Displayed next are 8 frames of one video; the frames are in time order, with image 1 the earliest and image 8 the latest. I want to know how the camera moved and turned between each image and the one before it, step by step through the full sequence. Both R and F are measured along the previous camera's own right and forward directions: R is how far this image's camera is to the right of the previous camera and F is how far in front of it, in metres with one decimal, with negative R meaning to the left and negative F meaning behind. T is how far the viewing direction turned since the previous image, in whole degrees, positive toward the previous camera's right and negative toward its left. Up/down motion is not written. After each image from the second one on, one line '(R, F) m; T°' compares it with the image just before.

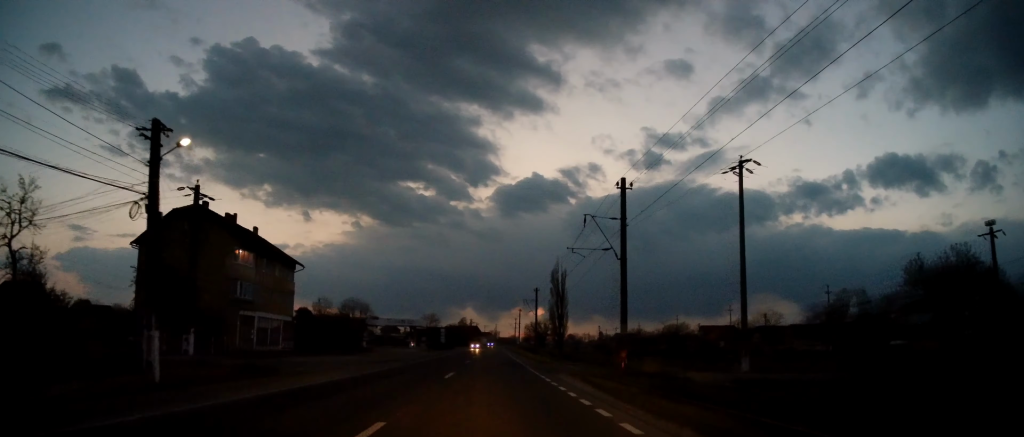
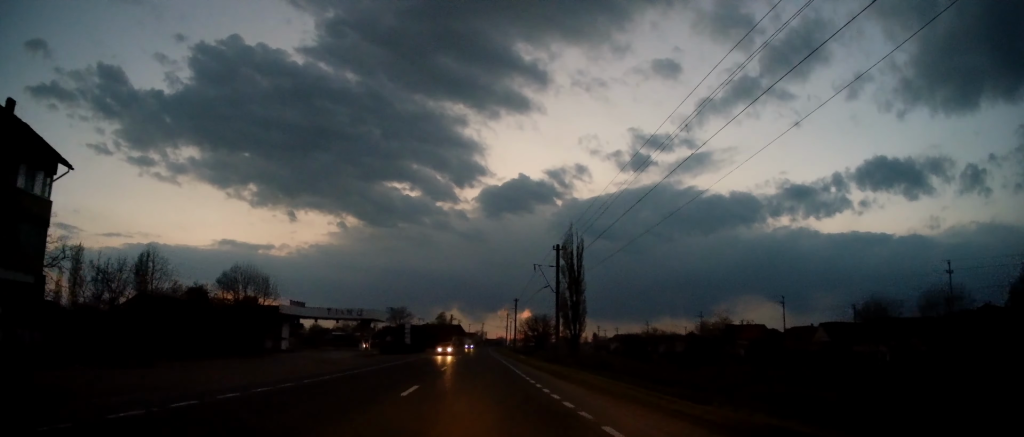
(+0.9, +35.1) m; +2°
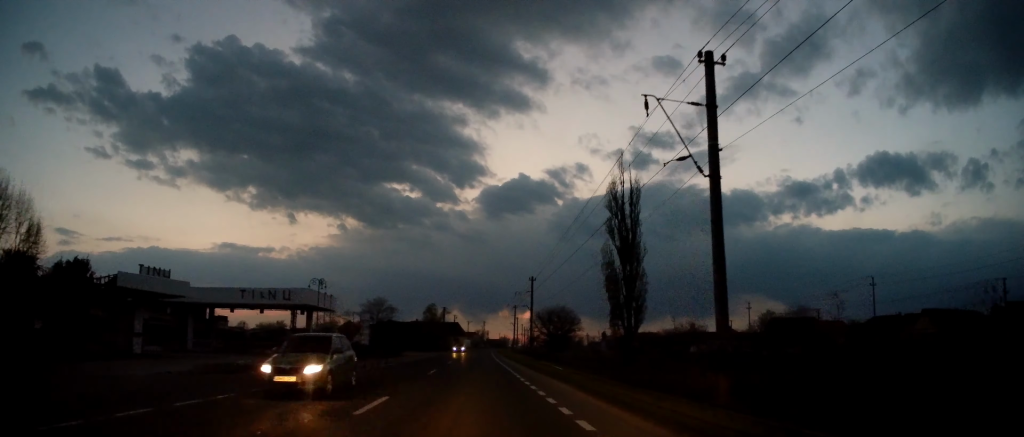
(0.0, +30.2) m; +1°
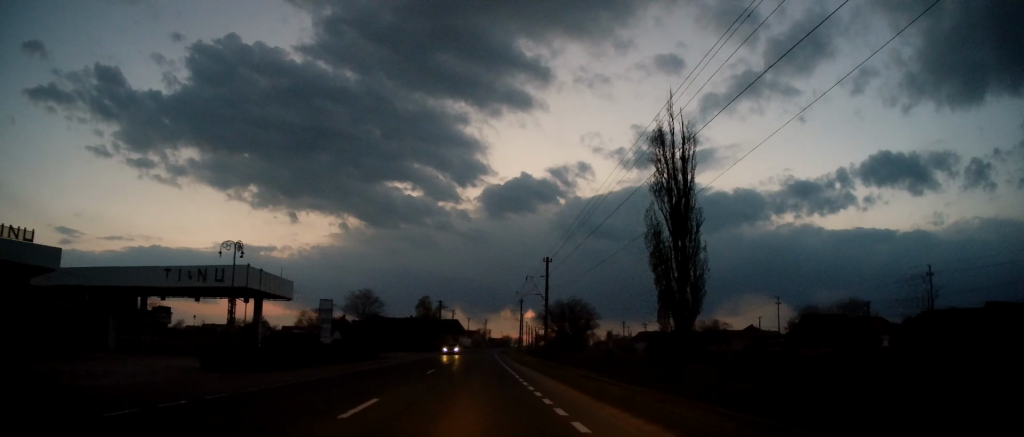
(+0.2, +13.7) m; 0°
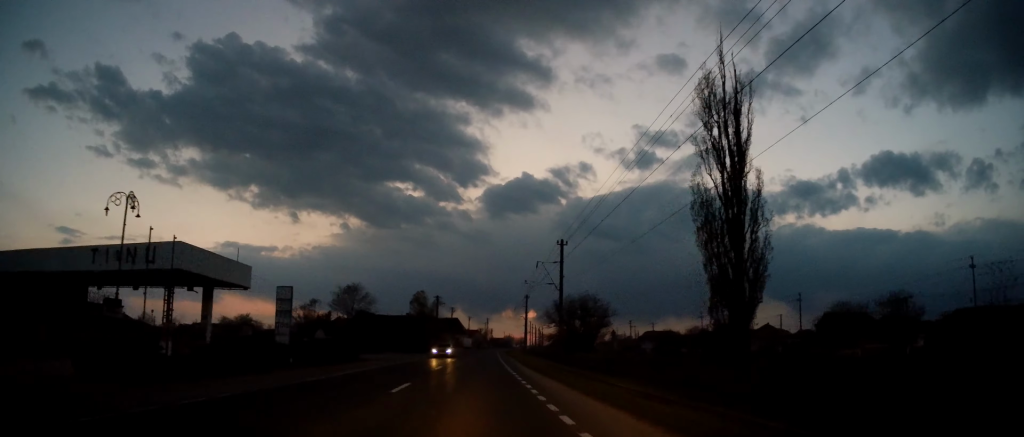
(+0.2, +8.7) m; 0°
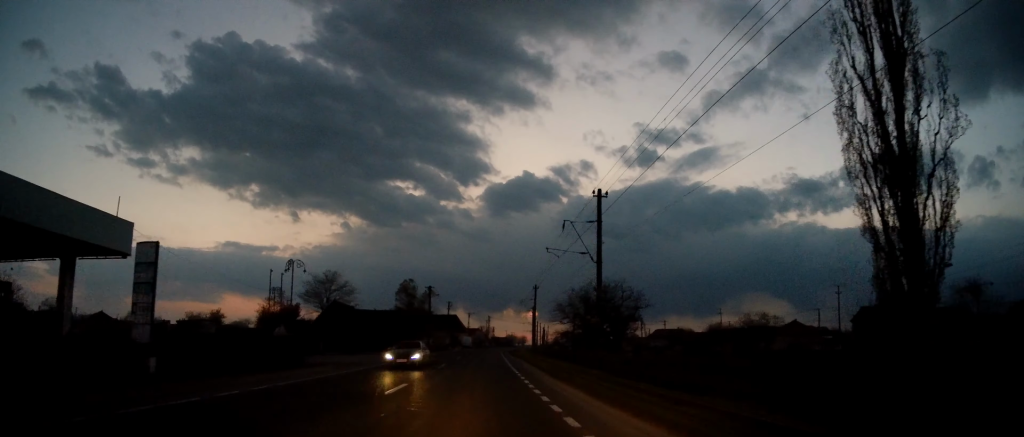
(-0.2, +13.8) m; -1°
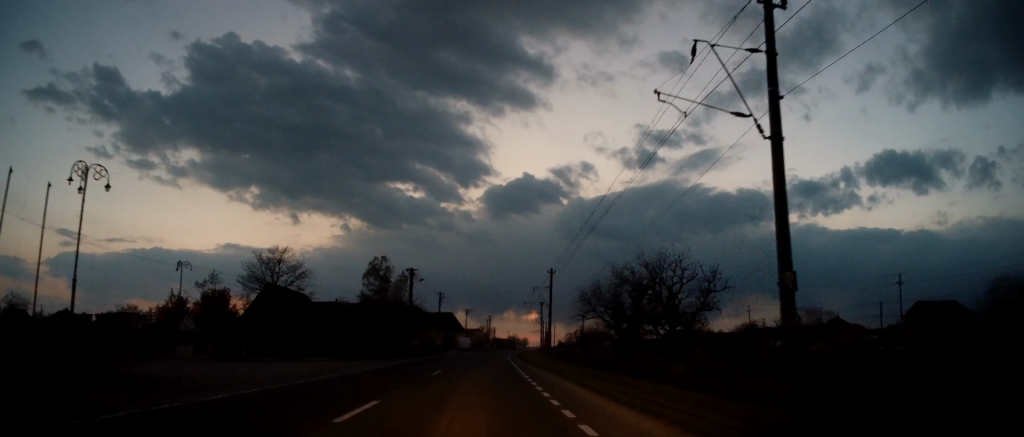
(-0.3, +18.2) m; -1°
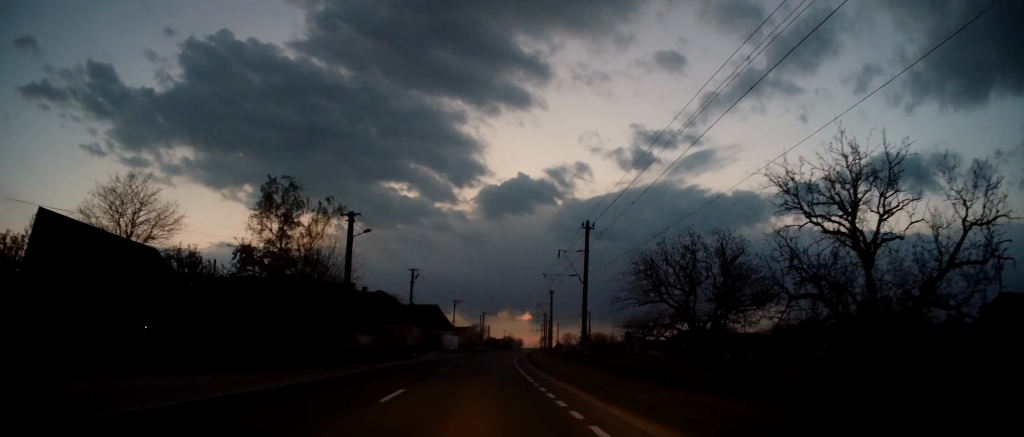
(-0.1, +23.3) m; +1°
